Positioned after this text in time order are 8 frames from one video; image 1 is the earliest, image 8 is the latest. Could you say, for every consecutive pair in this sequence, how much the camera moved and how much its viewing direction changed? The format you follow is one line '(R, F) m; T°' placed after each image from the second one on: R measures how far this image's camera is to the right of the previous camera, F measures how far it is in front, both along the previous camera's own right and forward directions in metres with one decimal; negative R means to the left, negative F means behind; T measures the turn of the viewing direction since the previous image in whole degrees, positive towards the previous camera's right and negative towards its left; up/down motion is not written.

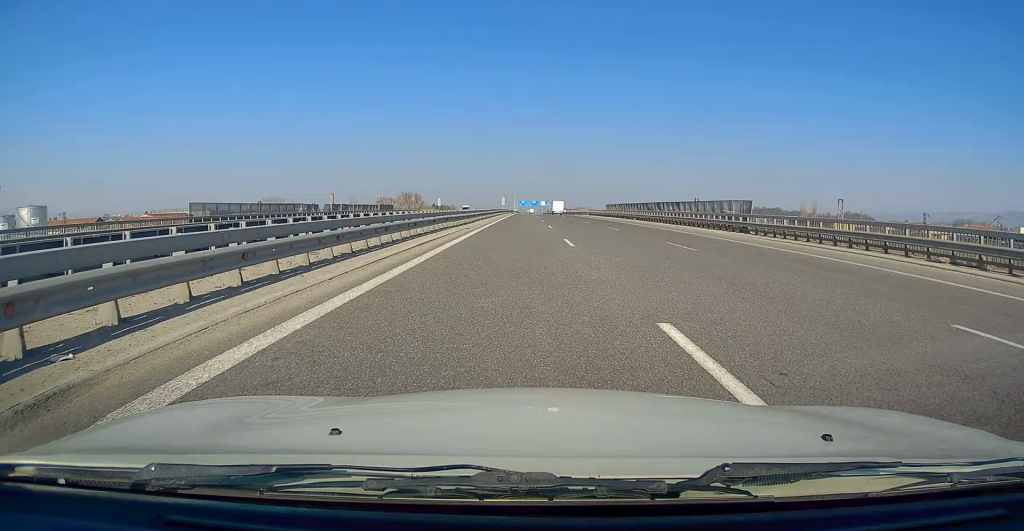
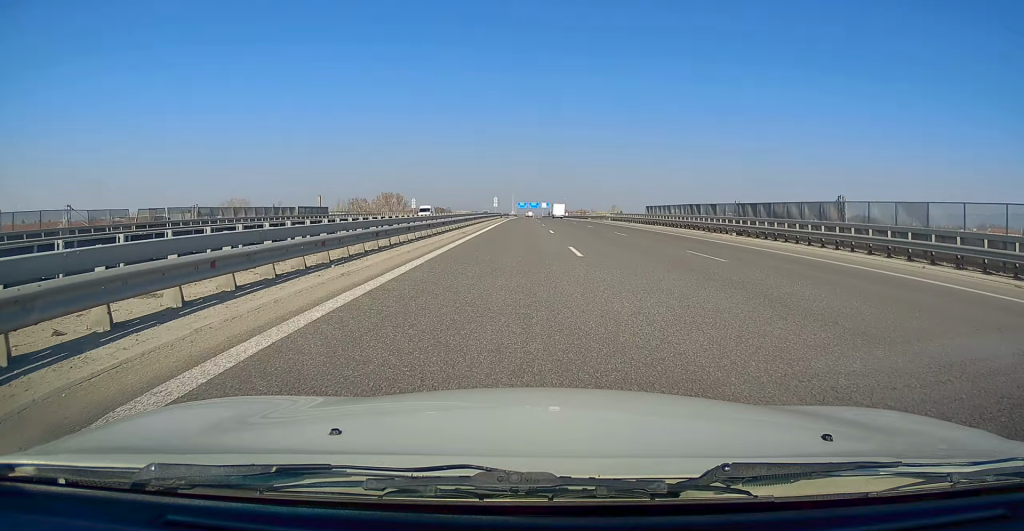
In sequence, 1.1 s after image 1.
(-0.3, +34.7) m; -1°
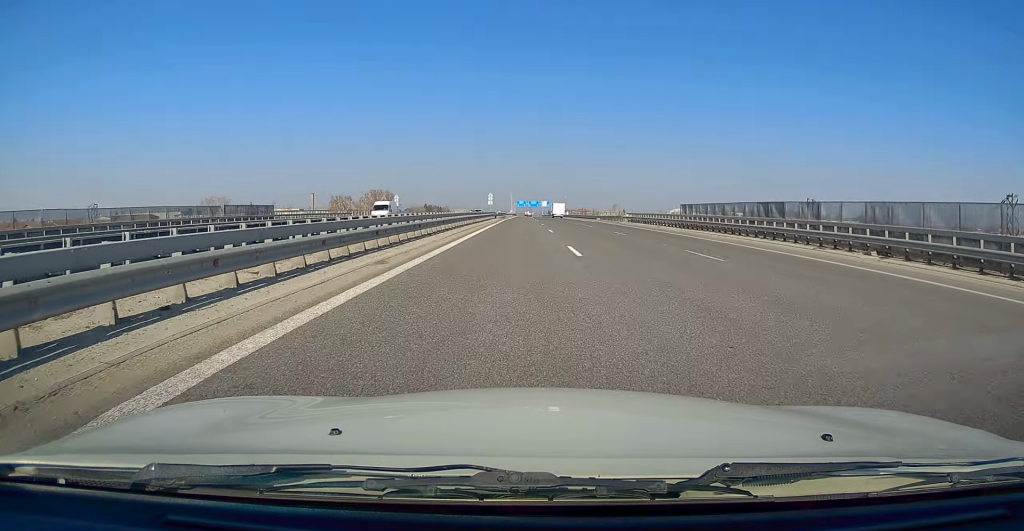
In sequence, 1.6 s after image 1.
(0.0, +15.8) m; 0°
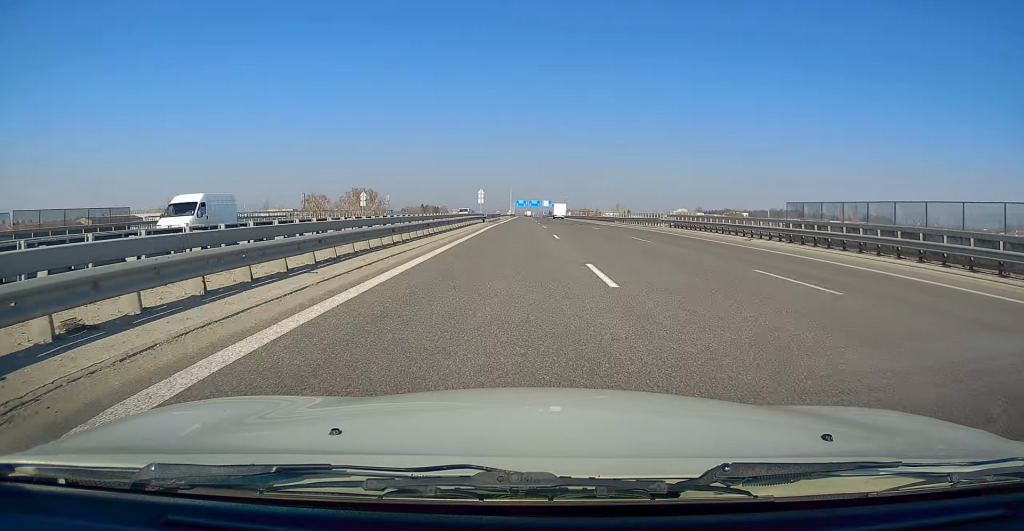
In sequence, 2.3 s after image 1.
(0.0, +22.2) m; 0°
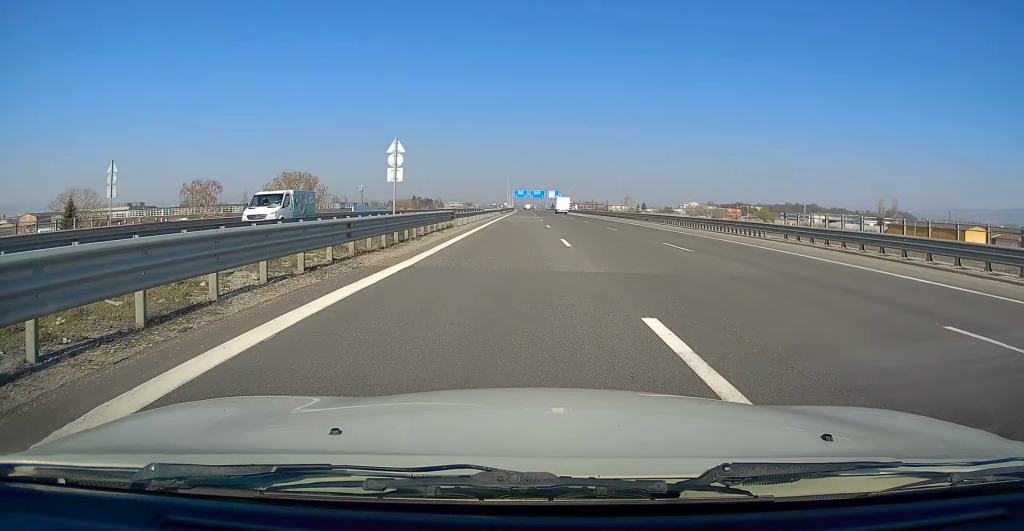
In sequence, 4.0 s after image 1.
(0.0, +54.8) m; 0°
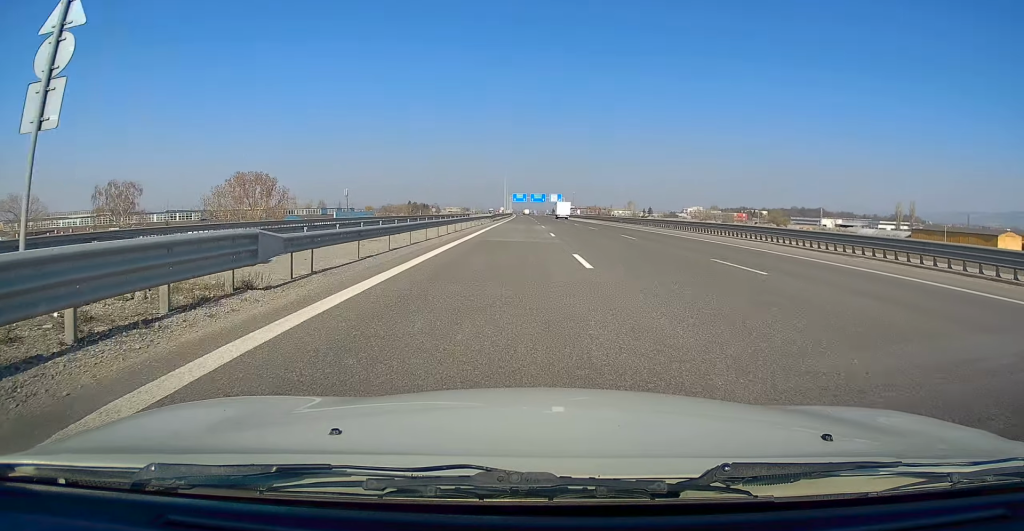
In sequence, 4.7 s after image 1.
(+0.2, +22.1) m; 0°
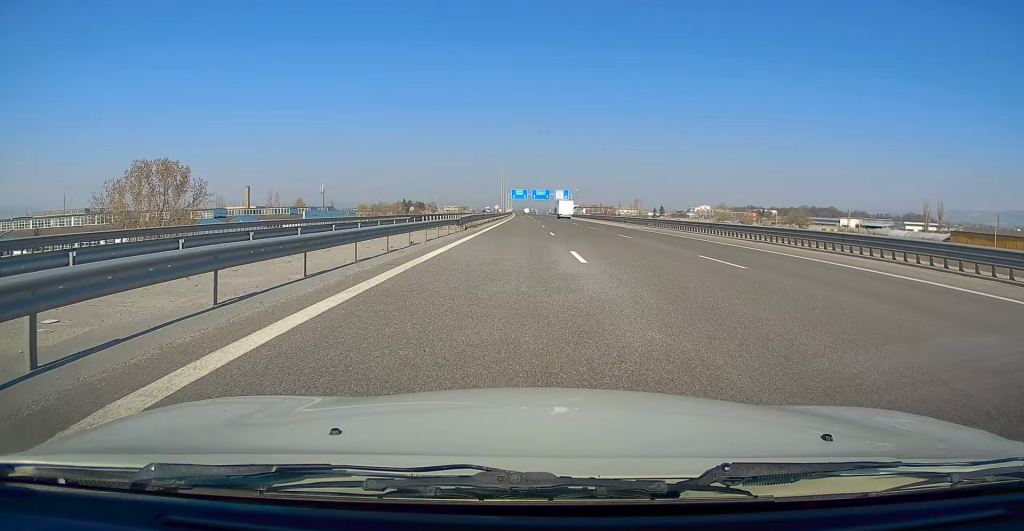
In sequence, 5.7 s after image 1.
(0.0, +30.5) m; 0°
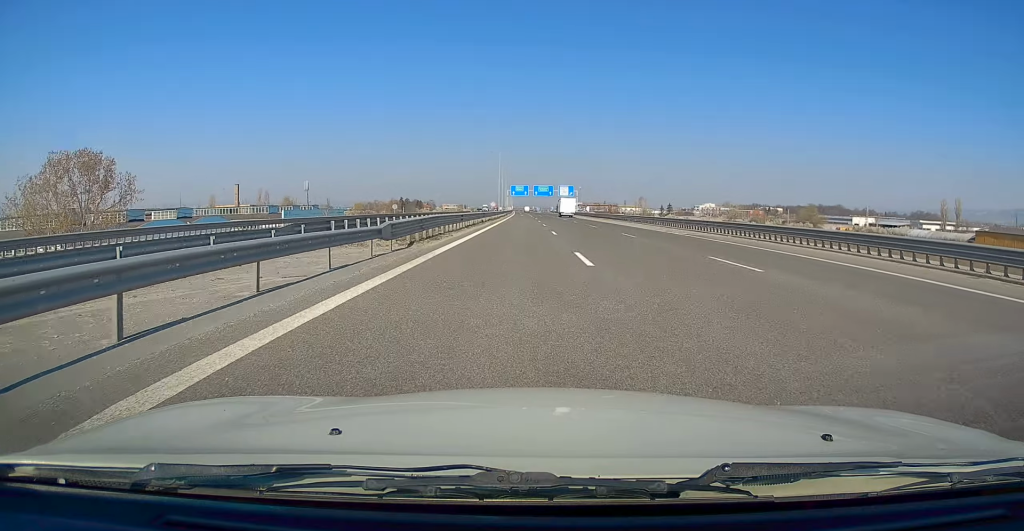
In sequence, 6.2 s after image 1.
(-0.1, +16.8) m; 0°
